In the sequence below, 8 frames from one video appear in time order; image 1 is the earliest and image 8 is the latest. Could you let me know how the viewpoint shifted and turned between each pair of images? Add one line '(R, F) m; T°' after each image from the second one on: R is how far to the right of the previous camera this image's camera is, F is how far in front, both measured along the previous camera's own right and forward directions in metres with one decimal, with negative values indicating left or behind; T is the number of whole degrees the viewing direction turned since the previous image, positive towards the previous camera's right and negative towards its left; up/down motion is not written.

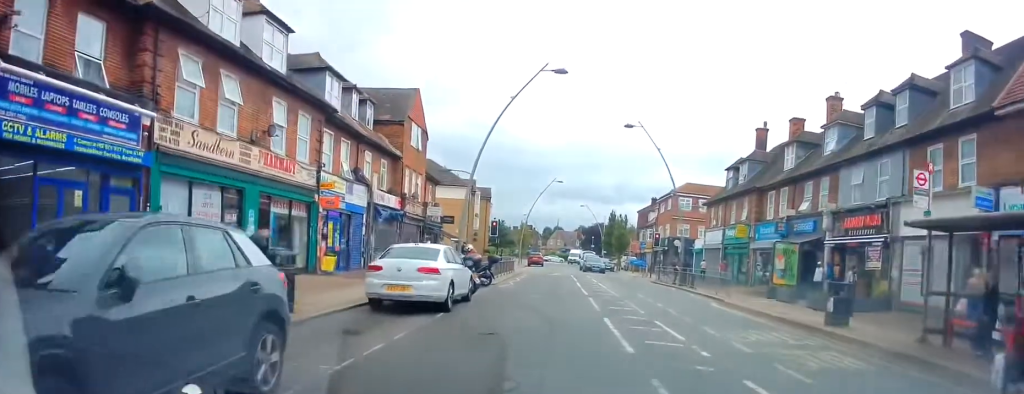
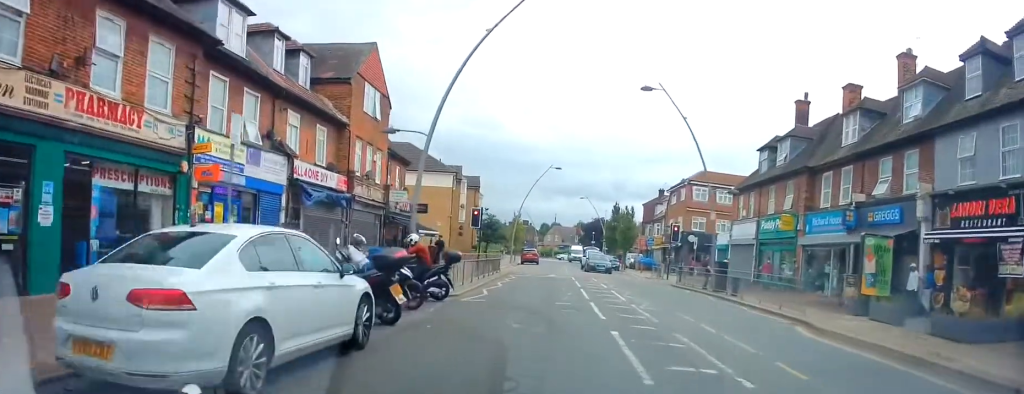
(-0.3, +8.3) m; +1°
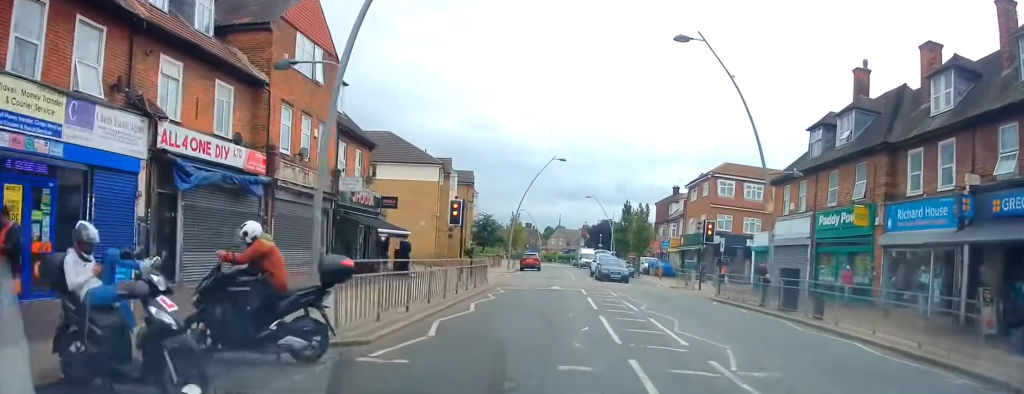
(+0.5, +8.0) m; 0°
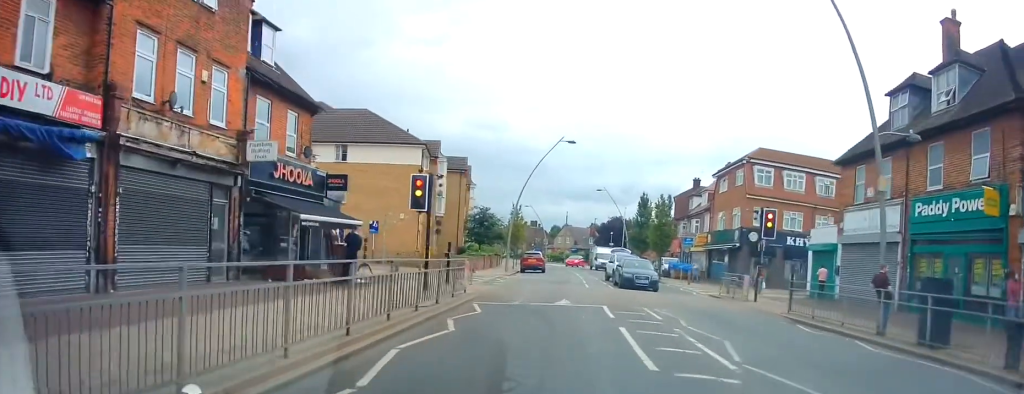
(-0.4, +8.2) m; -5°
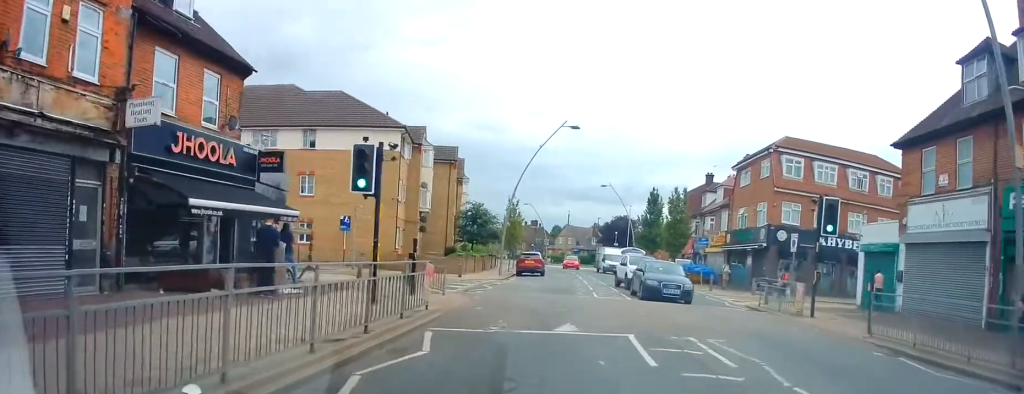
(-0.3, +5.6) m; -1°
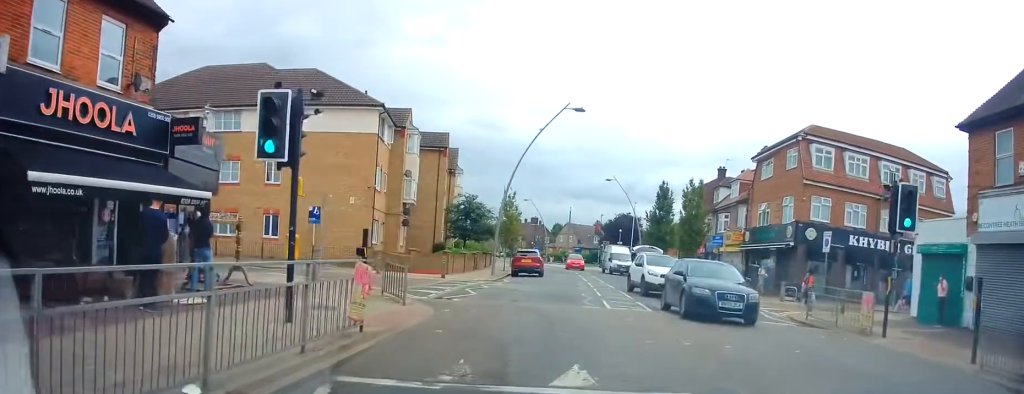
(+0.1, +4.5) m; +4°
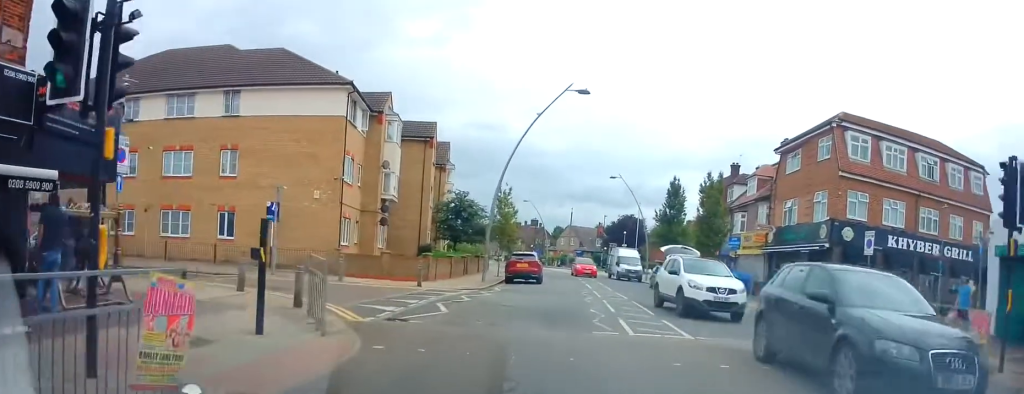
(+0.2, +4.7) m; +3°
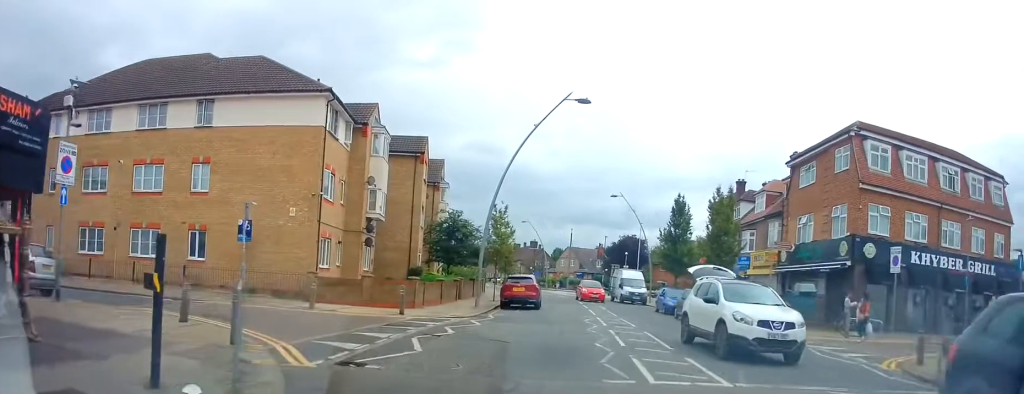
(0.0, +2.7) m; 0°
